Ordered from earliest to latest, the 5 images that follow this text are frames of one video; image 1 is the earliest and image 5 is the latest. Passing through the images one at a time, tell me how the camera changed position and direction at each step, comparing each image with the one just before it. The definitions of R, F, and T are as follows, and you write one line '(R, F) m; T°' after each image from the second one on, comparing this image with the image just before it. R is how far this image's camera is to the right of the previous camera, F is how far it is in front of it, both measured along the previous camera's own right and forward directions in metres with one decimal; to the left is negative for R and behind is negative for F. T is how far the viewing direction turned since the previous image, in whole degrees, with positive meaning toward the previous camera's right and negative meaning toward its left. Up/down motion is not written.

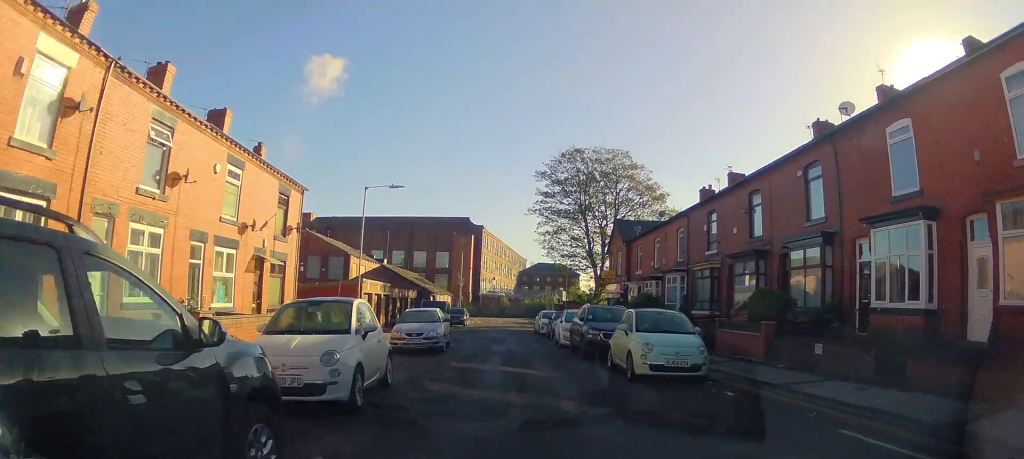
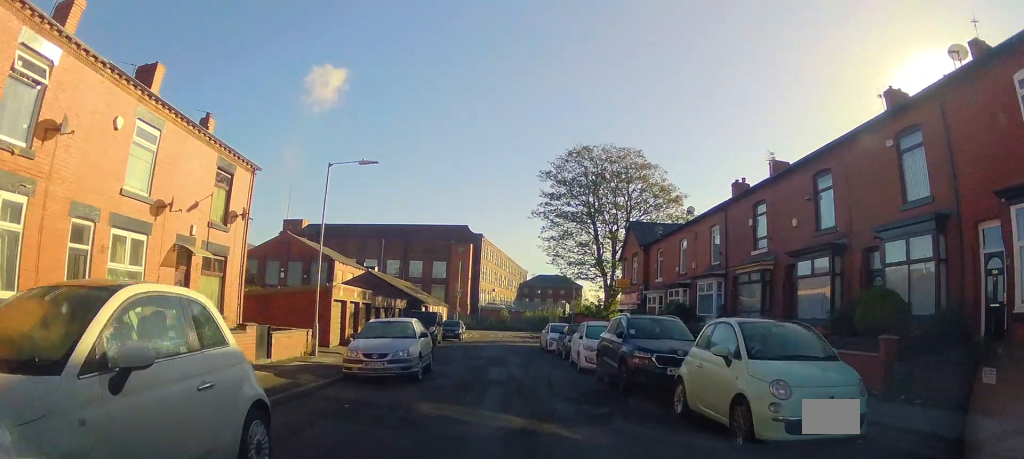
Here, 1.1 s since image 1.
(+0.2, +5.3) m; +2°
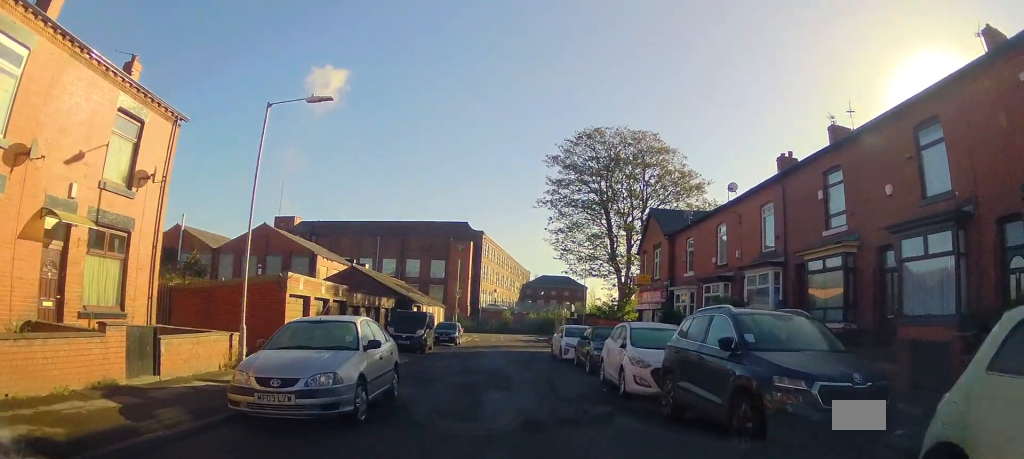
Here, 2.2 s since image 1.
(0.0, +5.5) m; 0°
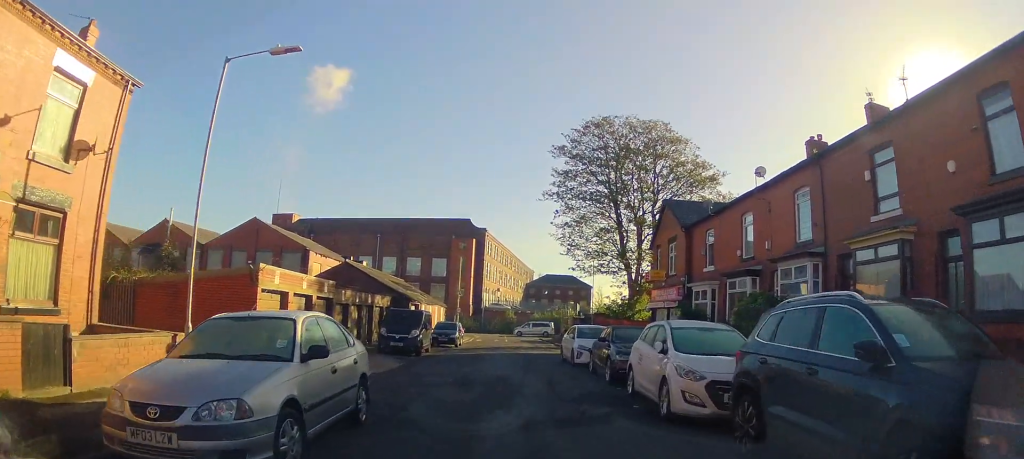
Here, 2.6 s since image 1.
(0.0, +2.6) m; 0°
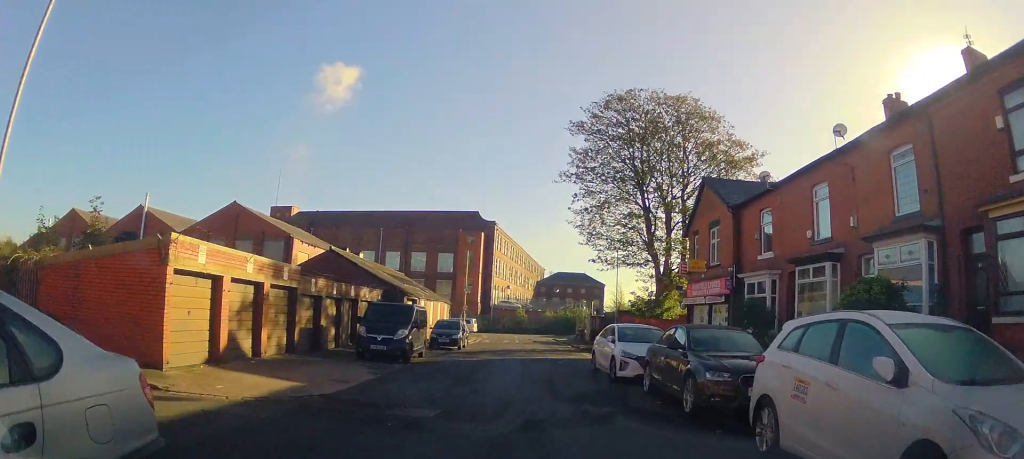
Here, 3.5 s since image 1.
(0.0, +5.3) m; -1°
